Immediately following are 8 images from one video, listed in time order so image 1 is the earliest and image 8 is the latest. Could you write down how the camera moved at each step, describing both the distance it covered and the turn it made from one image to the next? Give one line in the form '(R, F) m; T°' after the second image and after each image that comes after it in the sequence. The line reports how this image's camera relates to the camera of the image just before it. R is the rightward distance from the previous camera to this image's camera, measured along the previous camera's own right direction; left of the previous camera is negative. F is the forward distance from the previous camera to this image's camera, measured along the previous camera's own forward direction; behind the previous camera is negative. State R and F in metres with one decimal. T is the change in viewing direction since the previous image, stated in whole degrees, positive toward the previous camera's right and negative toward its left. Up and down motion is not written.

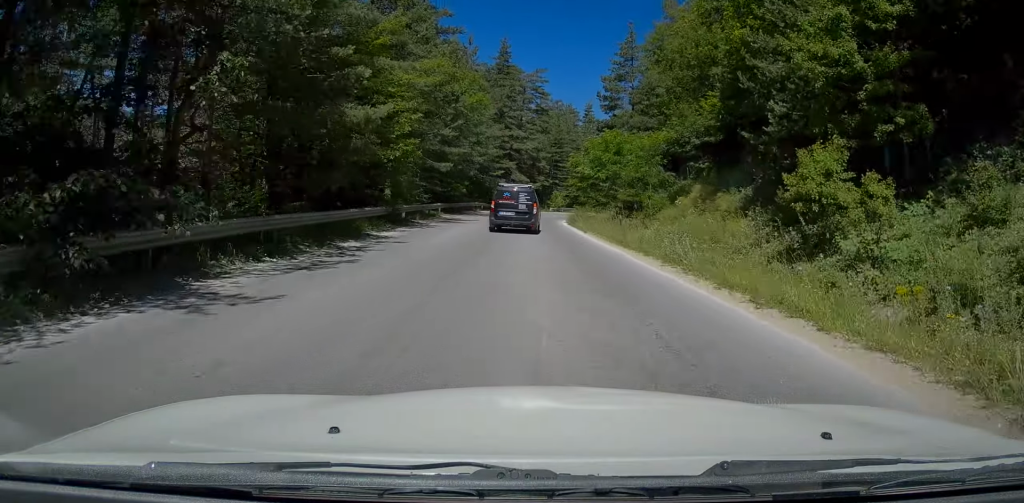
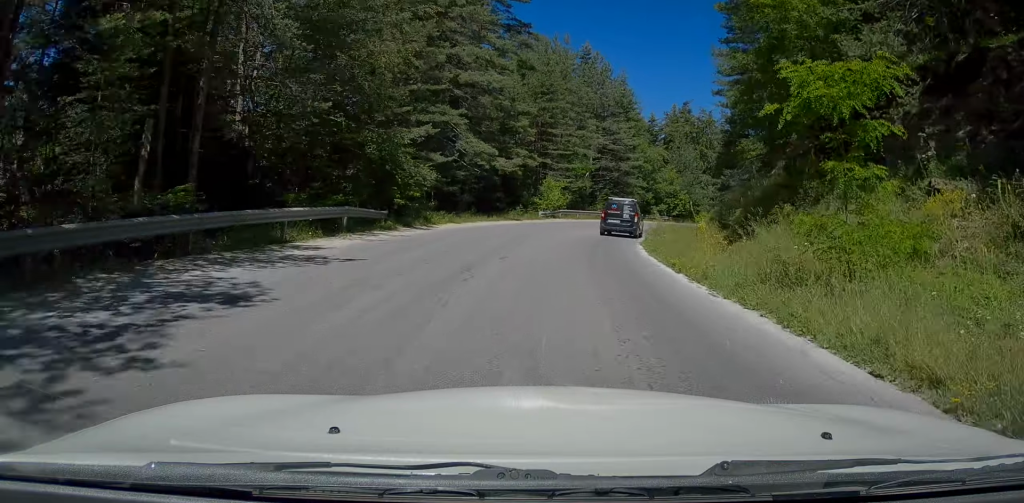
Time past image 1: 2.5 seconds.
(+0.8, +41.9) m; +5°
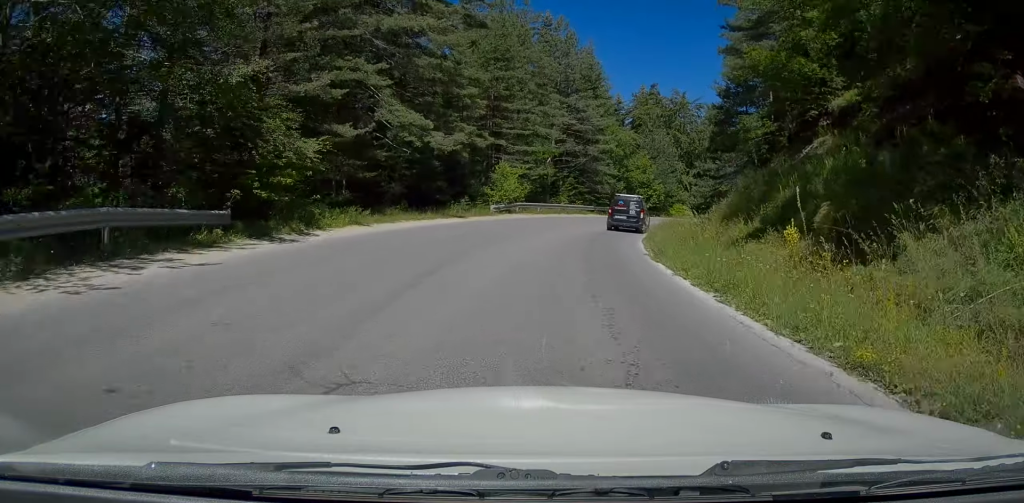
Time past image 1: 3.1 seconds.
(+0.2, +9.4) m; +3°
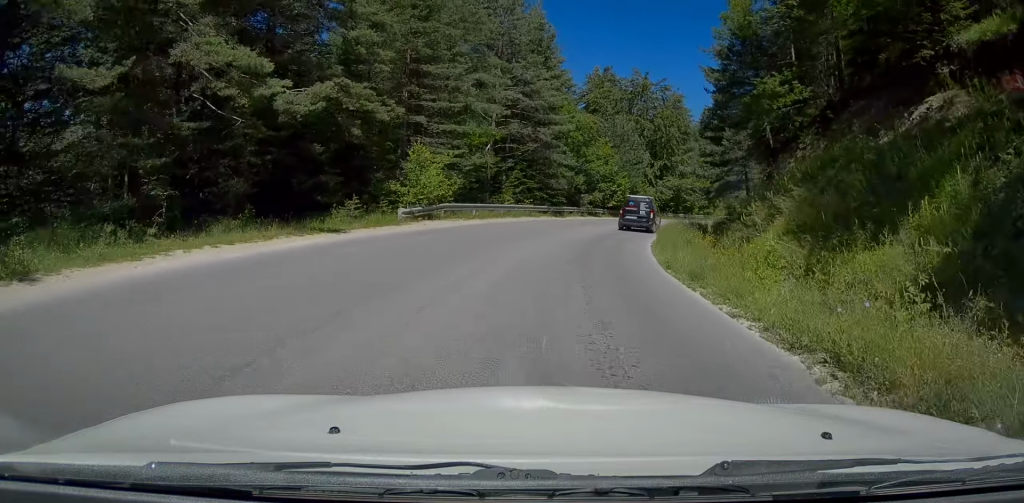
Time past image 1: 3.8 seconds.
(+0.1, +11.7) m; +4°
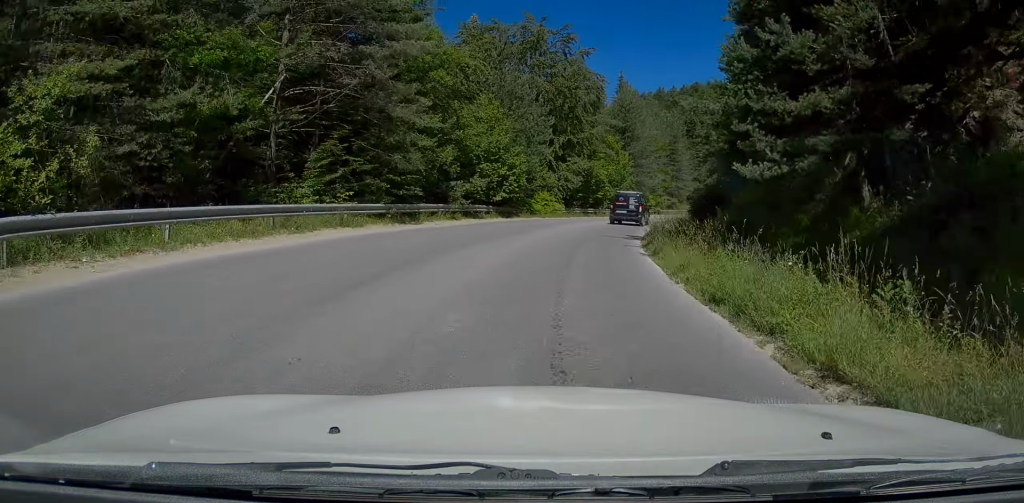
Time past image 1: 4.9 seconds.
(+1.3, +18.8) m; +5°
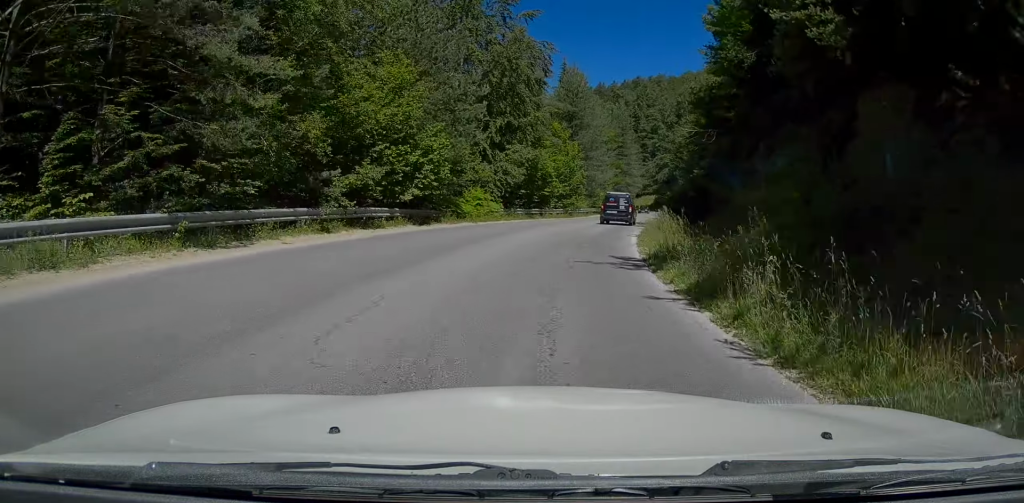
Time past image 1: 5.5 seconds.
(+0.2, +9.9) m; 0°
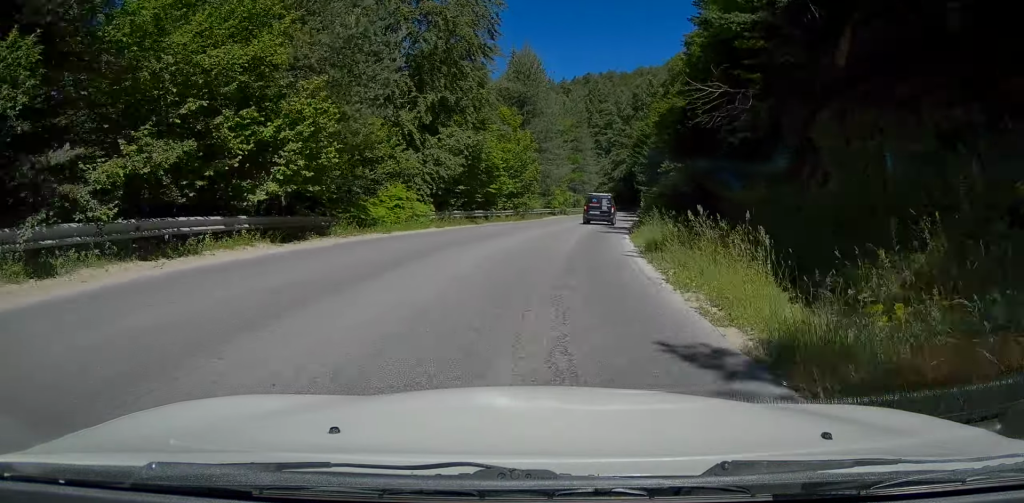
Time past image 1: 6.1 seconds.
(0.0, +8.8) m; +3°
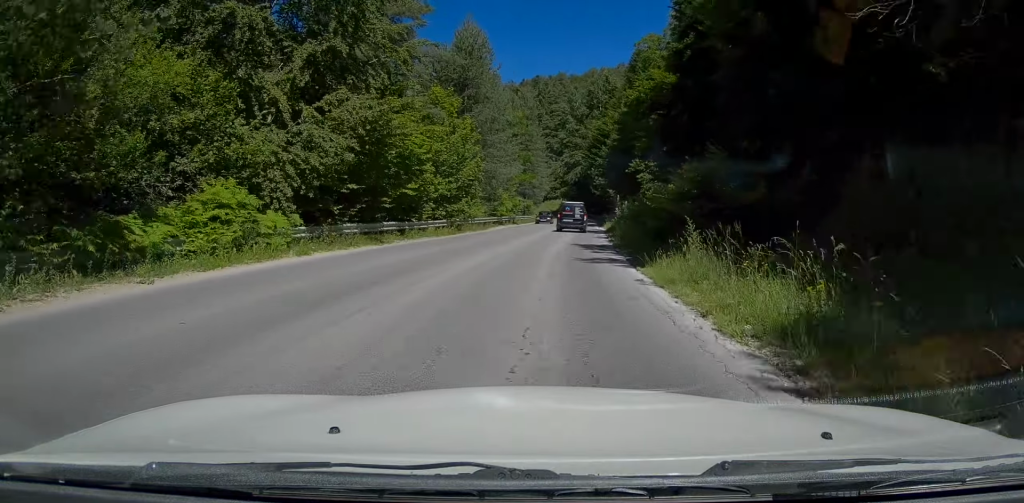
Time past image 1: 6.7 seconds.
(-0.5, +10.5) m; +6°
